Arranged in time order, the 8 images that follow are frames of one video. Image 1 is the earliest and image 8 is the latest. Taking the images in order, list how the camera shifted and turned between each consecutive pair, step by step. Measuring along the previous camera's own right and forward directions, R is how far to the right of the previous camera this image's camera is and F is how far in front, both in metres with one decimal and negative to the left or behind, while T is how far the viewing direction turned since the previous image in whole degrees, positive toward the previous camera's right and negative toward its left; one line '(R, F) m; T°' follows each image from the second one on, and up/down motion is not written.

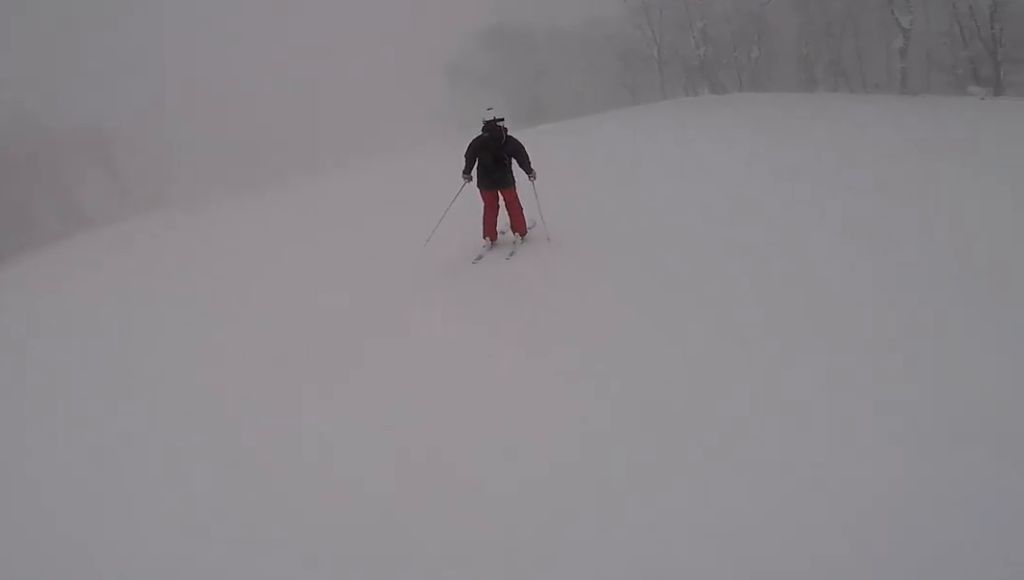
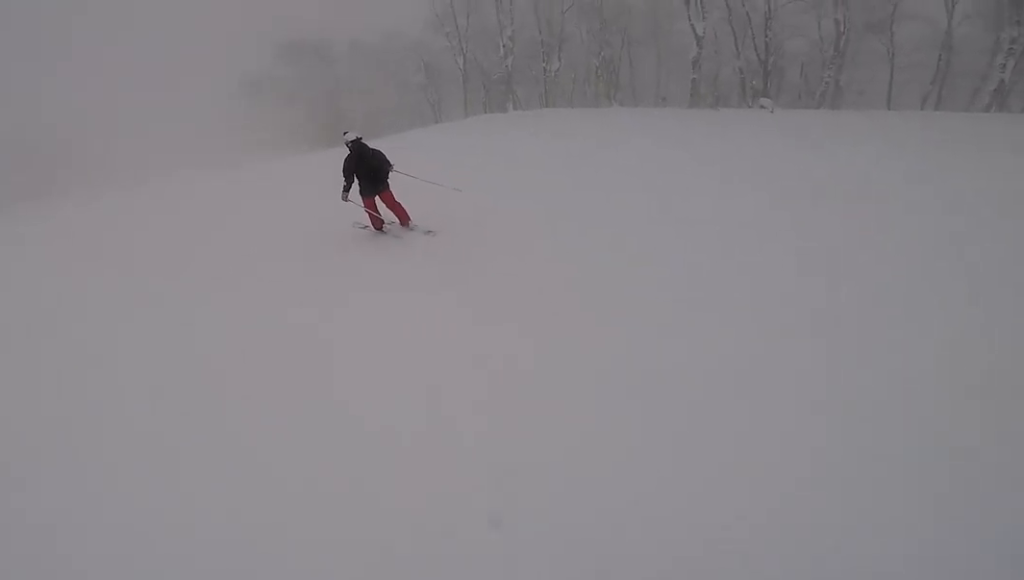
(+0.7, +4.8) m; +7°
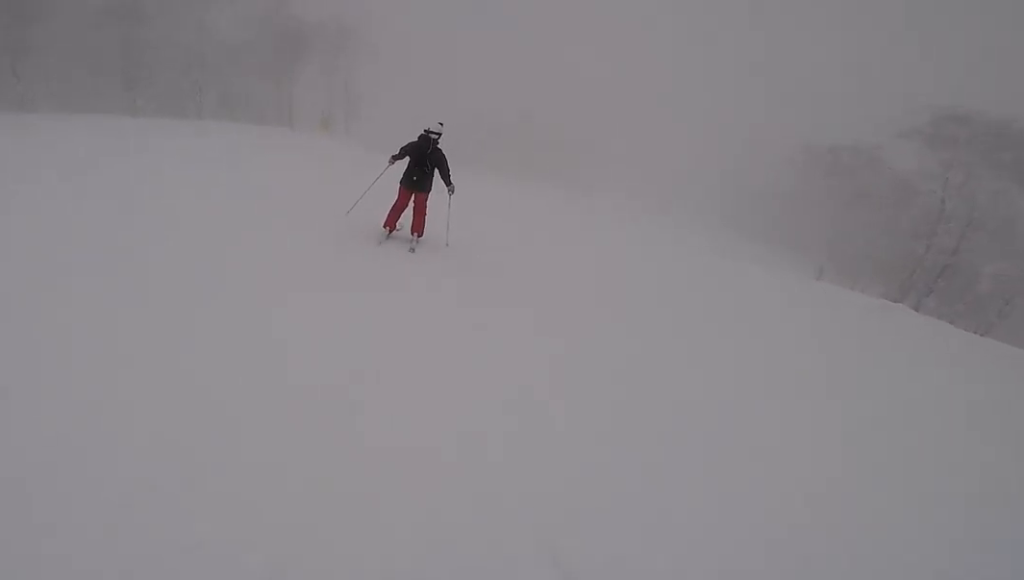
(-6.0, +13.8) m; -30°
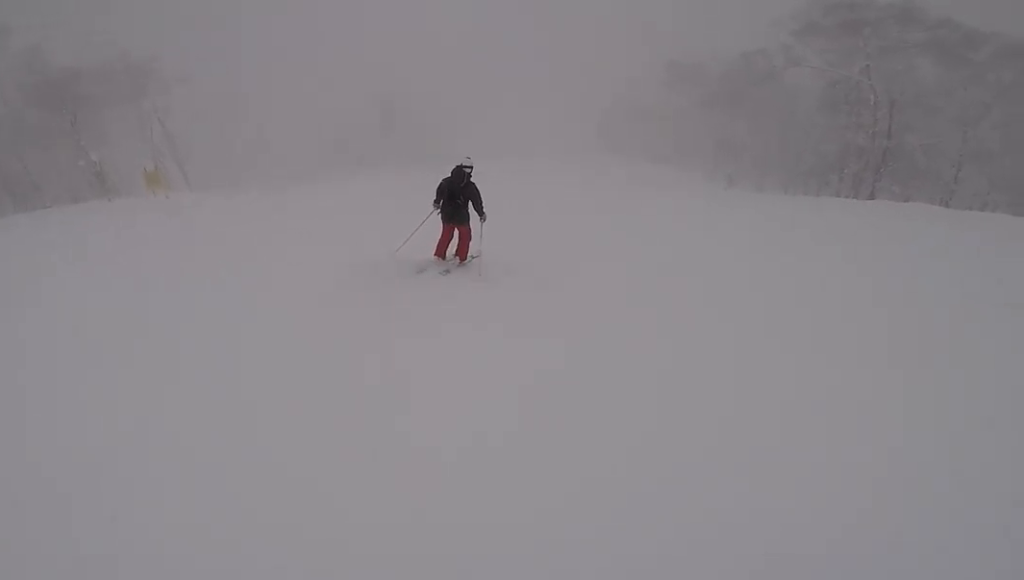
(+1.6, +7.5) m; +17°
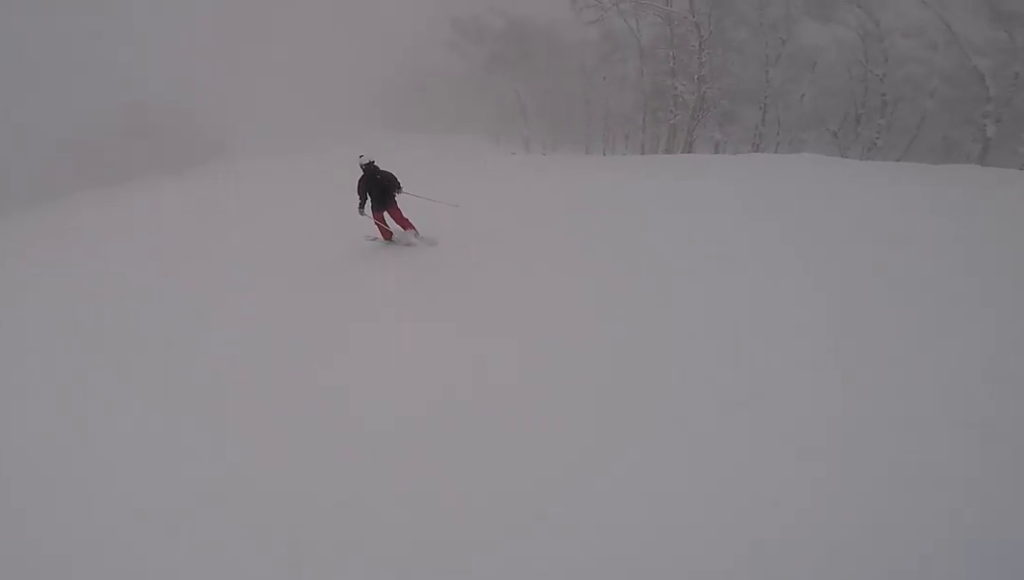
(+0.7, +7.6) m; -4°
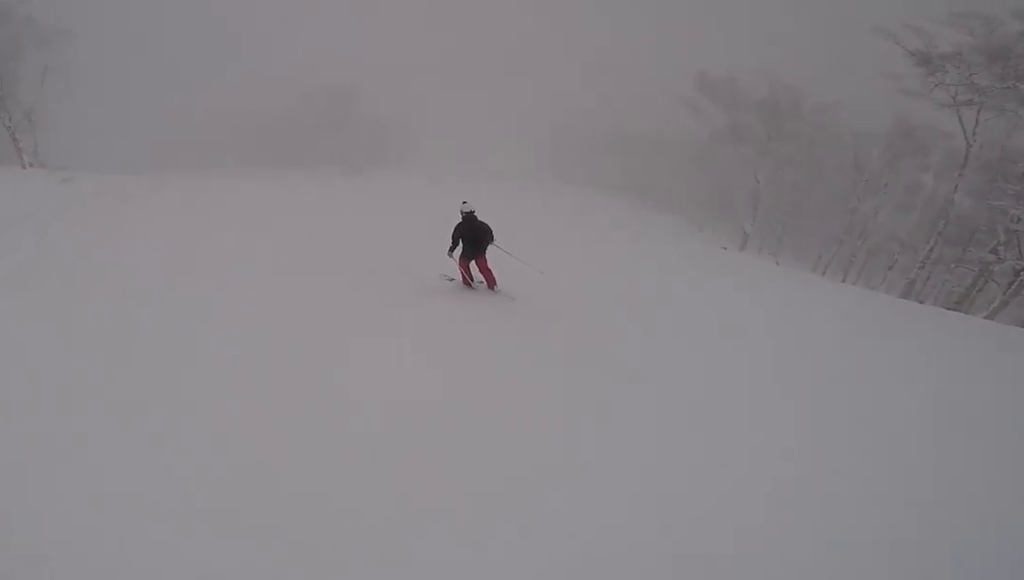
(-0.3, +4.4) m; -13°
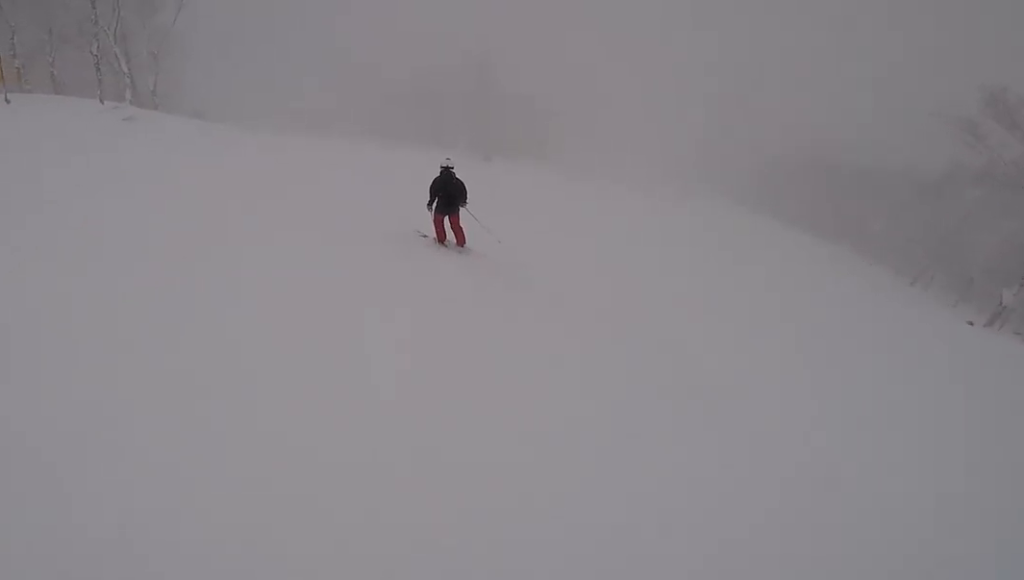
(-1.2, +6.2) m; -6°
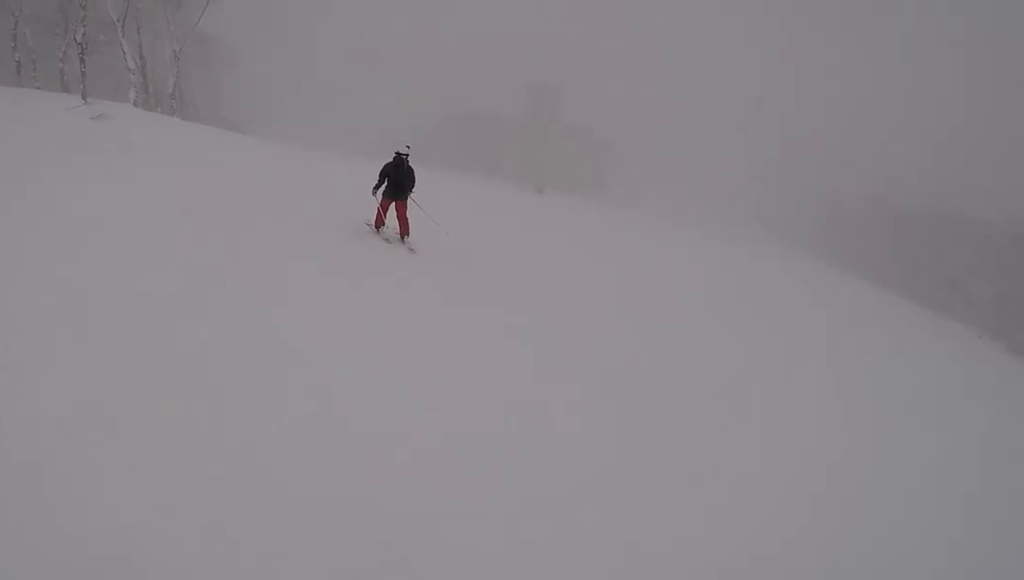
(-0.2, +4.9) m; -1°
